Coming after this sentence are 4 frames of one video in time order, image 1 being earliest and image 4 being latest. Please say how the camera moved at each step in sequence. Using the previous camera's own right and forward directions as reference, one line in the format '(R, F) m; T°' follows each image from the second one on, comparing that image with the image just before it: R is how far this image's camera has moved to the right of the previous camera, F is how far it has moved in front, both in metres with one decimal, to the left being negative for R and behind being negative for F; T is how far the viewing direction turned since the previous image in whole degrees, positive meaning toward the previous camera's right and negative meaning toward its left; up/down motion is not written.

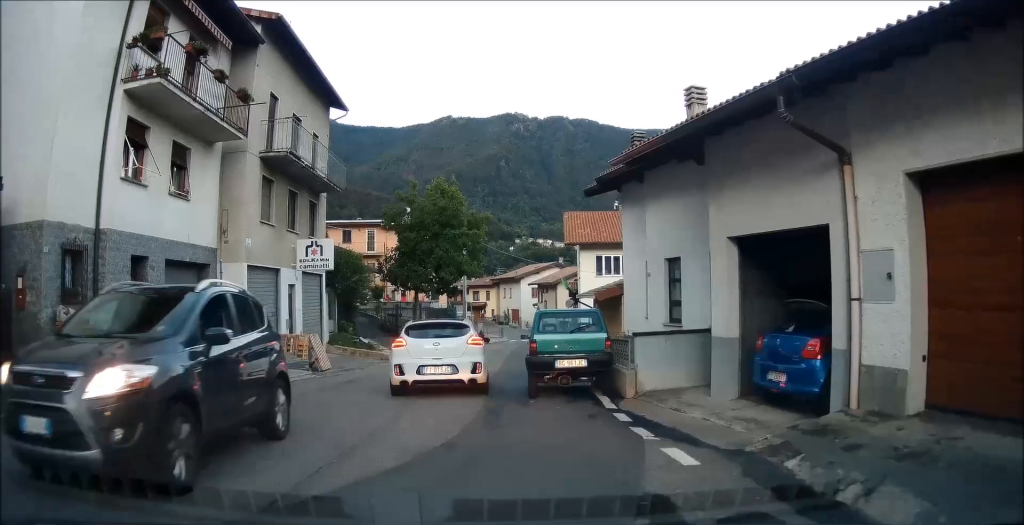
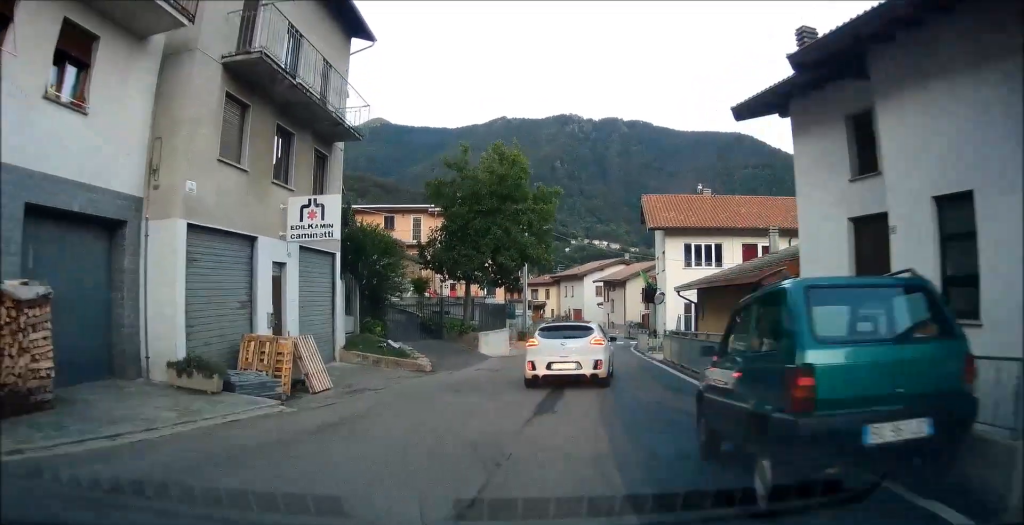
(-0.9, +7.3) m; -15°
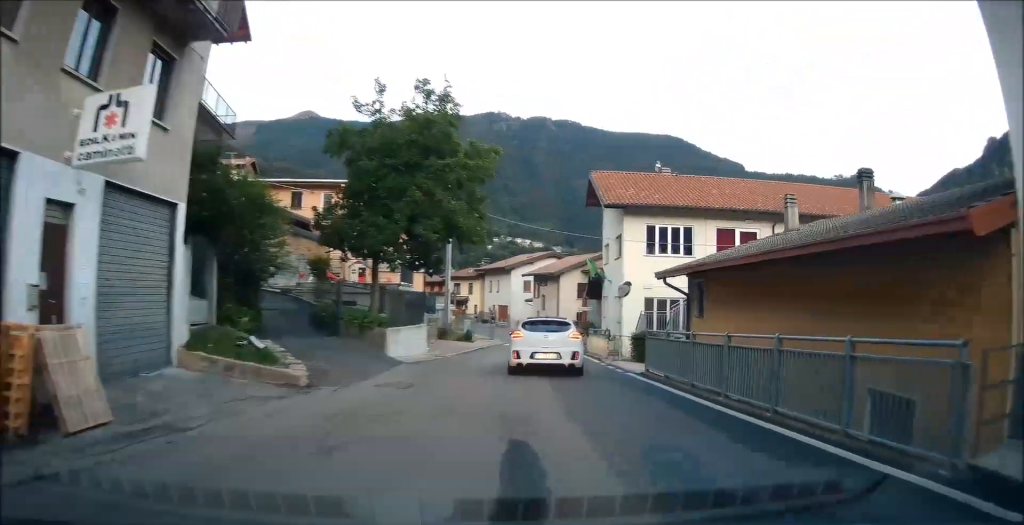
(+0.1, +6.5) m; +6°
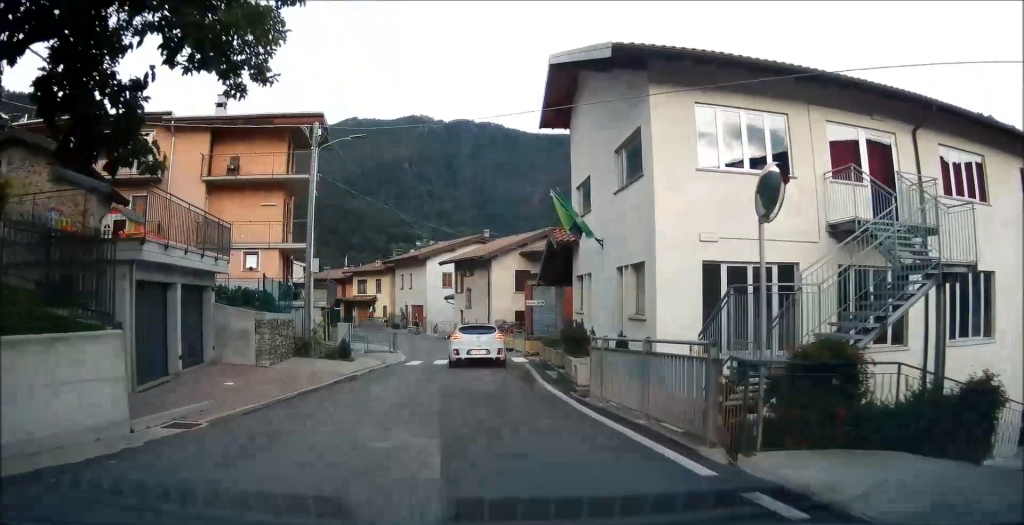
(+0.1, +15.4) m; -6°
